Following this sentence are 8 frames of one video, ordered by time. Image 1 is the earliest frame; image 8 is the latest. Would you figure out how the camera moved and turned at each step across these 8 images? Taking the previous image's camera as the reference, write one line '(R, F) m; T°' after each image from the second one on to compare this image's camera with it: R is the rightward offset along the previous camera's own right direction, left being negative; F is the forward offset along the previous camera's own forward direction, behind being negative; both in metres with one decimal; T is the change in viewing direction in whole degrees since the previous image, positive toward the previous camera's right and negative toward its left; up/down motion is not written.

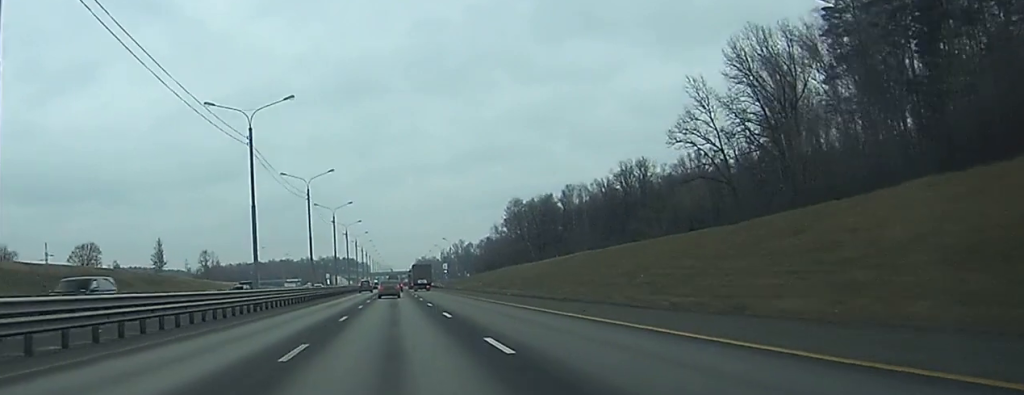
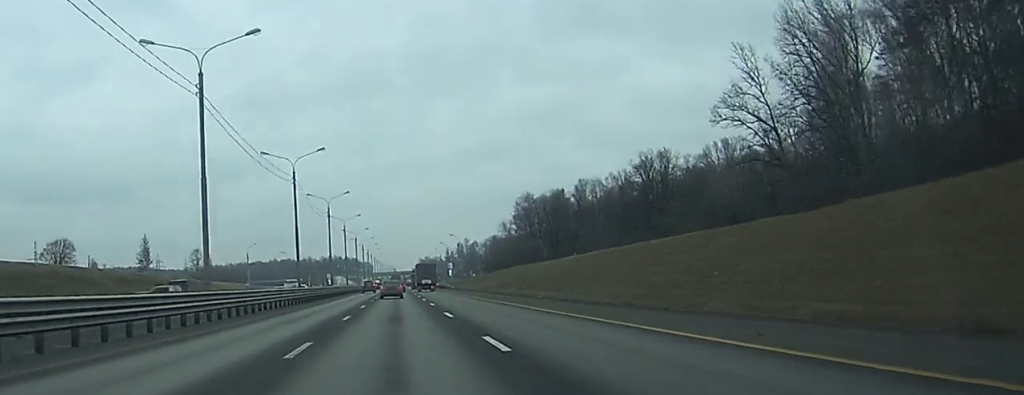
(0.0, +15.5) m; 0°
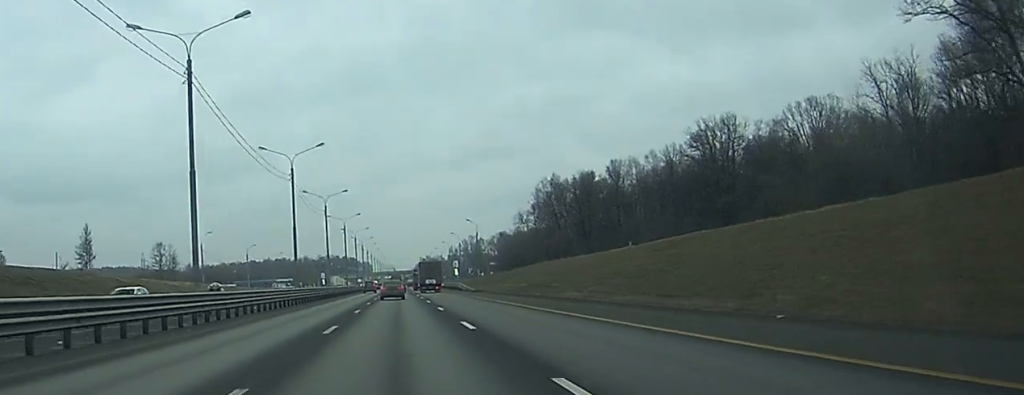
(0.0, +39.8) m; 0°
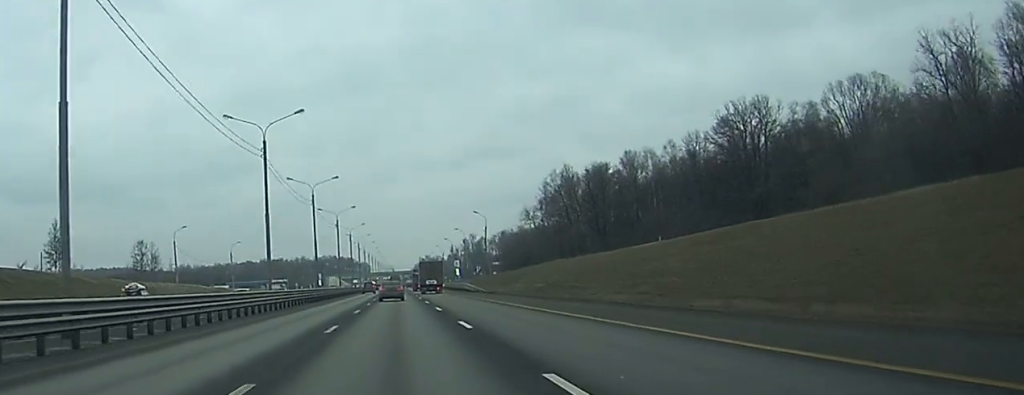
(0.0, +14.7) m; 0°
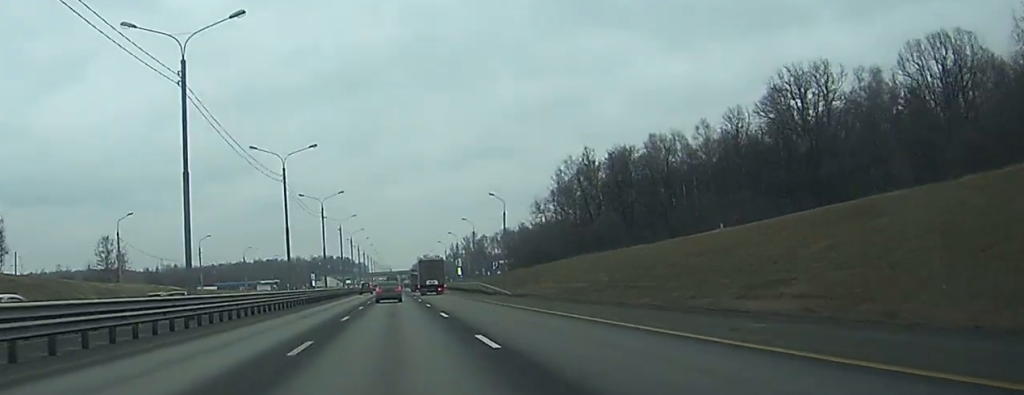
(0.0, +21.5) m; 0°
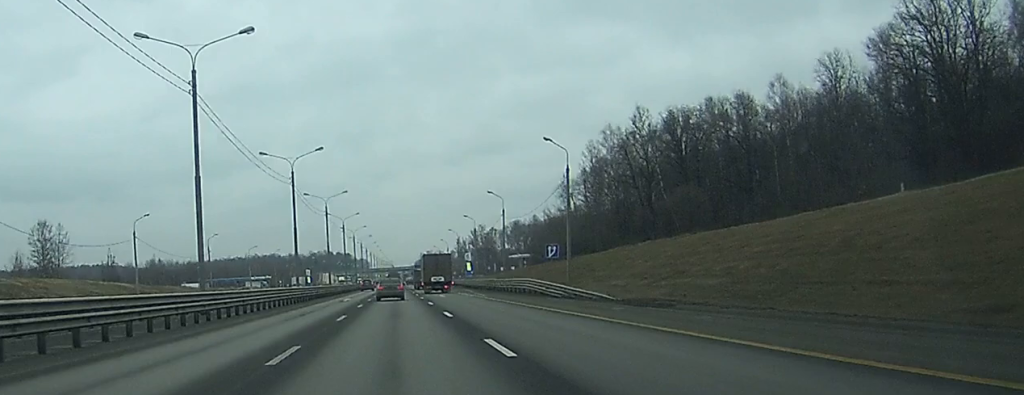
(0.0, +30.8) m; 0°
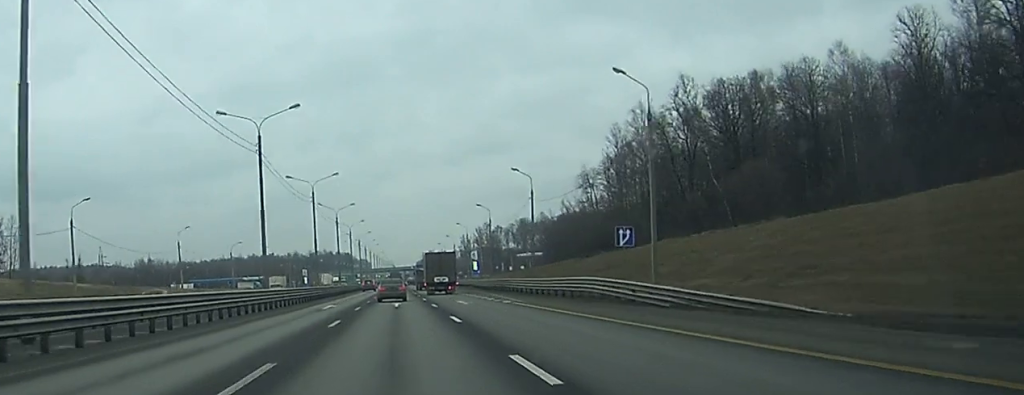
(0.0, +17.7) m; 0°
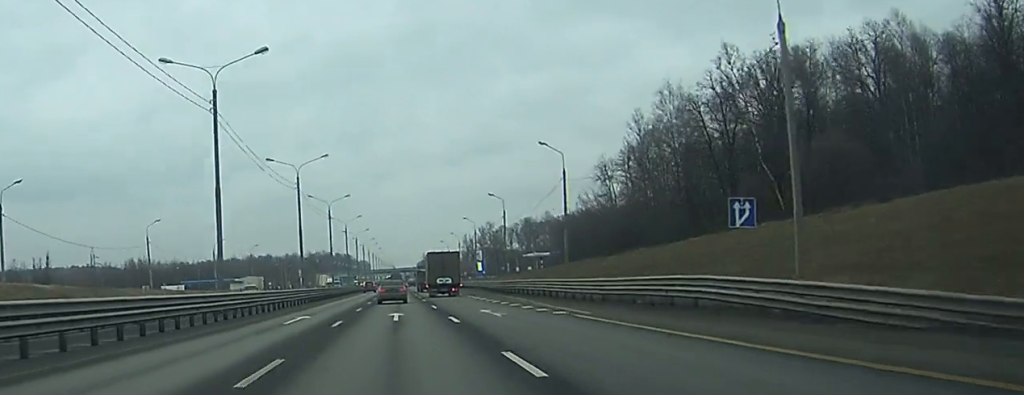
(0.0, +13.5) m; 0°
